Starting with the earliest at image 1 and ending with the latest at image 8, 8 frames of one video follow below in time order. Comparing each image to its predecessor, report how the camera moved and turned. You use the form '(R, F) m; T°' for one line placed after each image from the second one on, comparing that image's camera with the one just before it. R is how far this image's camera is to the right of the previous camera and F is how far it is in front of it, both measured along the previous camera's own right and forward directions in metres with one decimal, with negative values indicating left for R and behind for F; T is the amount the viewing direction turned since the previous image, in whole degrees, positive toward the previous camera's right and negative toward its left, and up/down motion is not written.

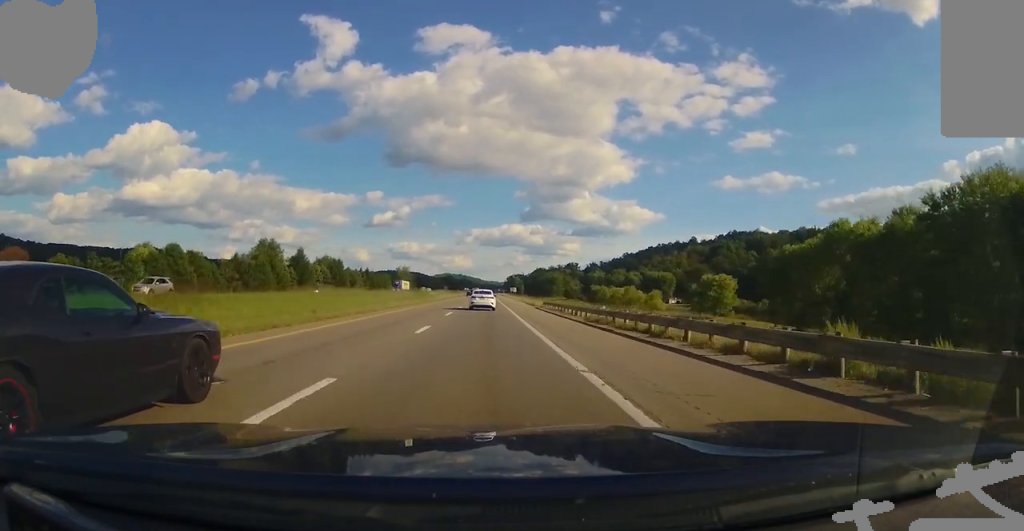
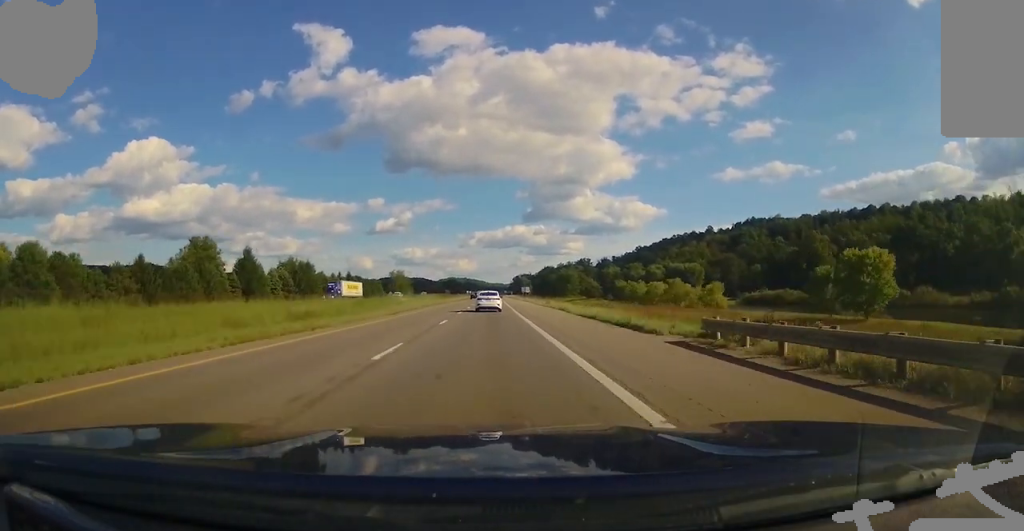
(0.0, +43.9) m; 0°
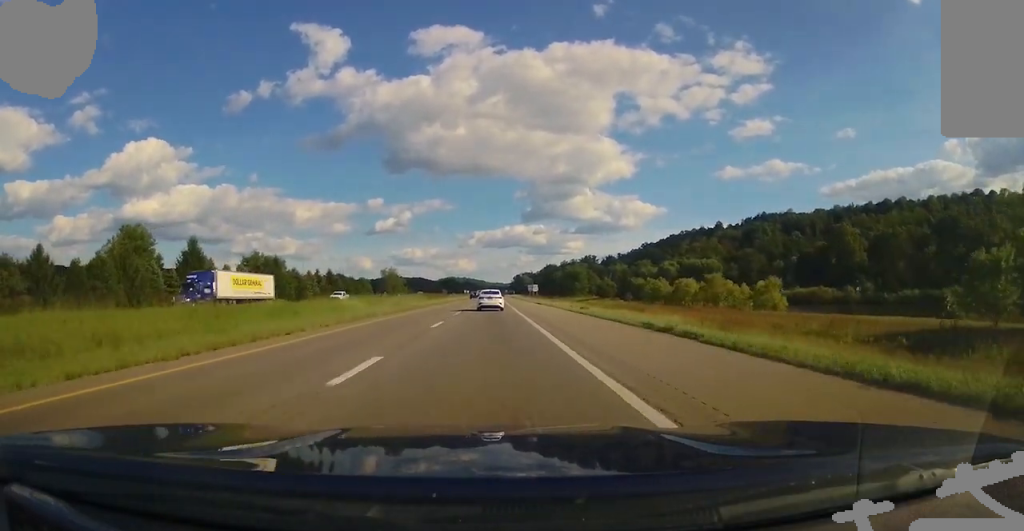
(0.0, +27.6) m; -1°
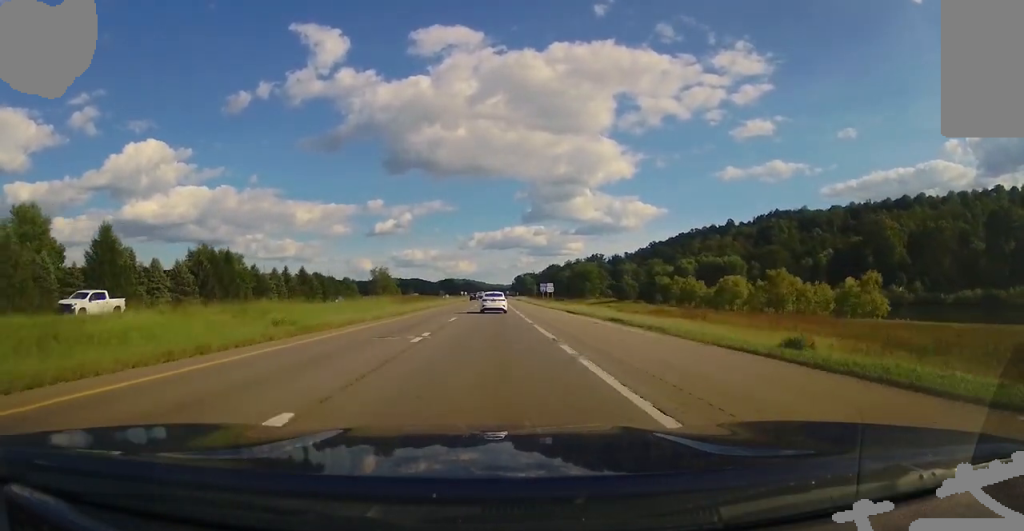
(-0.4, +29.8) m; -1°
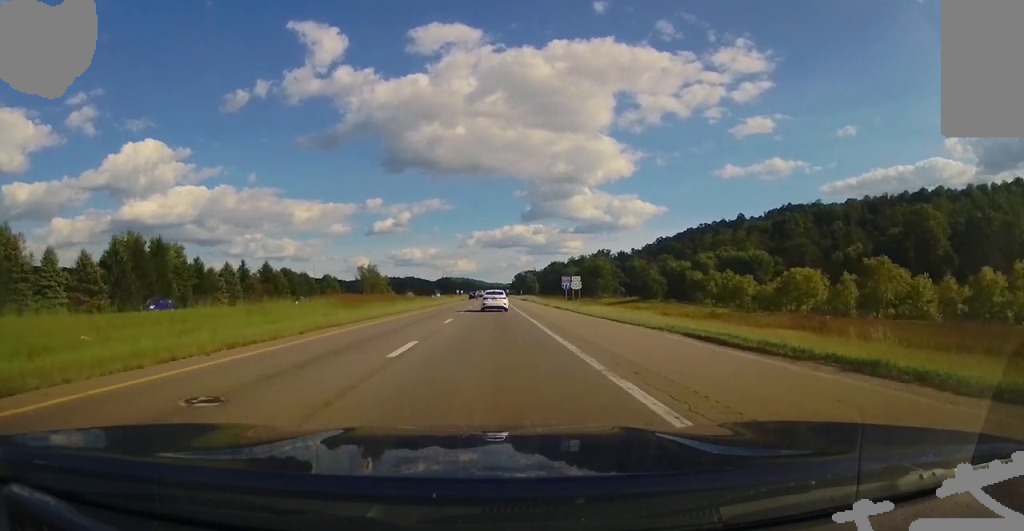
(-0.4, +28.6) m; -1°
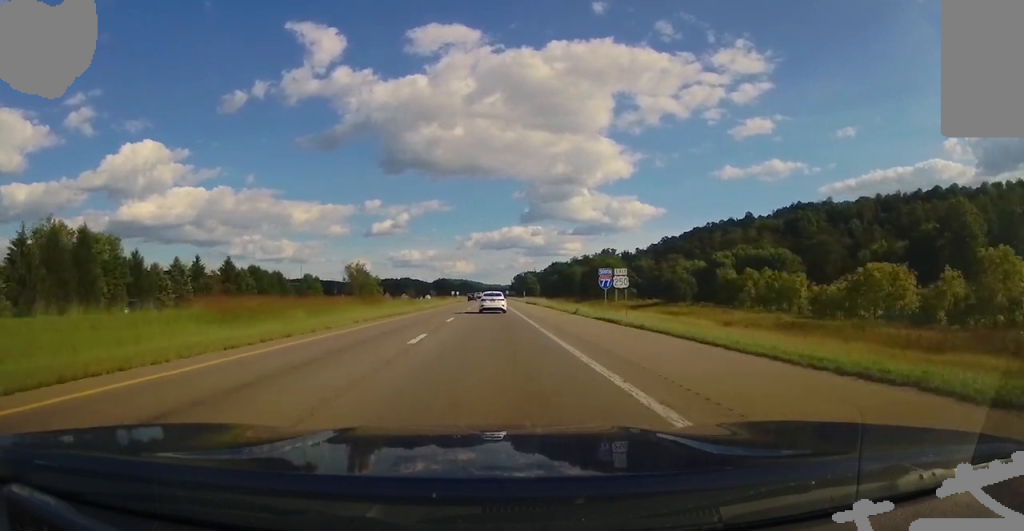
(-0.1, +21.7) m; 0°
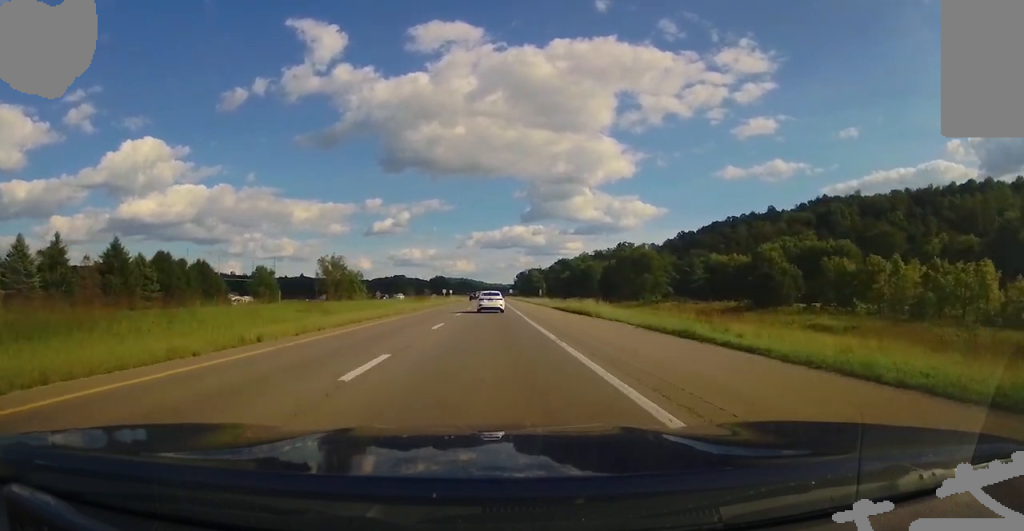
(+0.5, +43.1) m; +1°
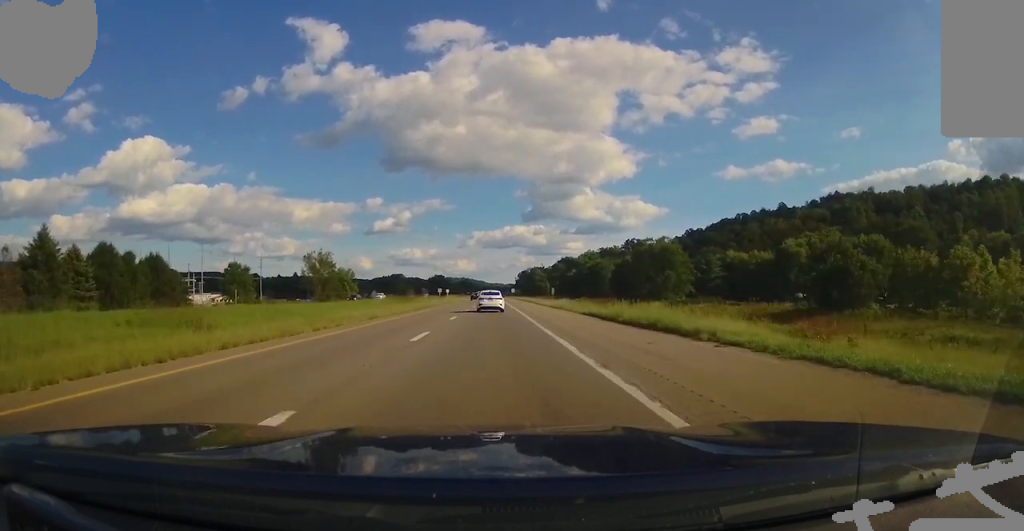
(0.0, +18.1) m; 0°
